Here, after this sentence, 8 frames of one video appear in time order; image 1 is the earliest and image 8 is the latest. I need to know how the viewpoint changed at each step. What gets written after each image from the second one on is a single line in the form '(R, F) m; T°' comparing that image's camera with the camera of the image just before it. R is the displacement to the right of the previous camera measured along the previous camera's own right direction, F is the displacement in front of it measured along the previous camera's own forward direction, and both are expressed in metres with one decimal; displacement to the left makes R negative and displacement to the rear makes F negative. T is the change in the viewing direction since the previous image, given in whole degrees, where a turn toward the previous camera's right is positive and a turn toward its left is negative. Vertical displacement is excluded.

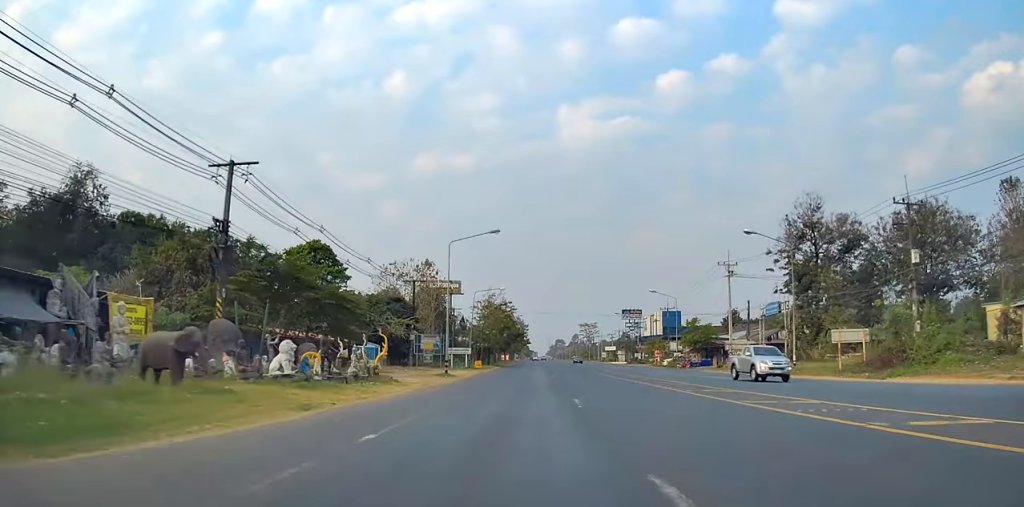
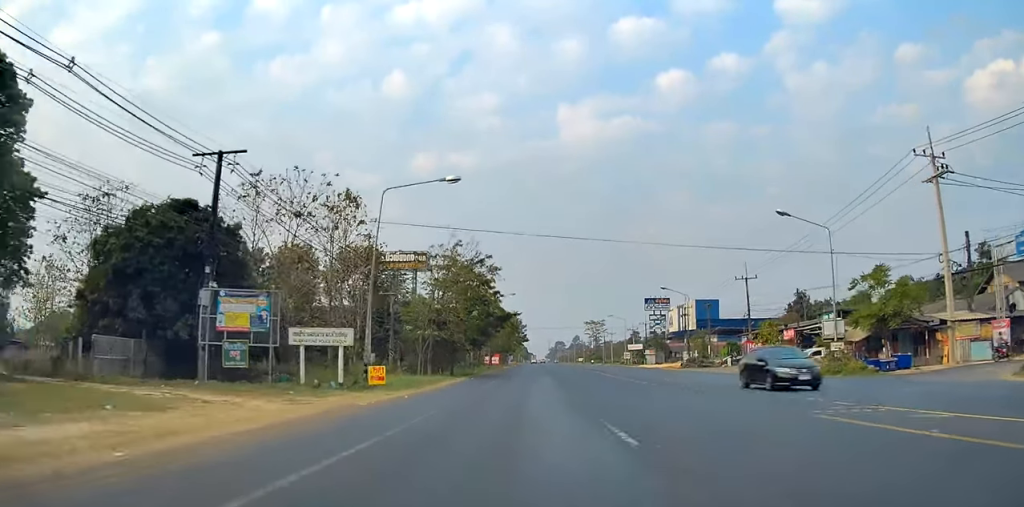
(-1.1, +42.9) m; -3°
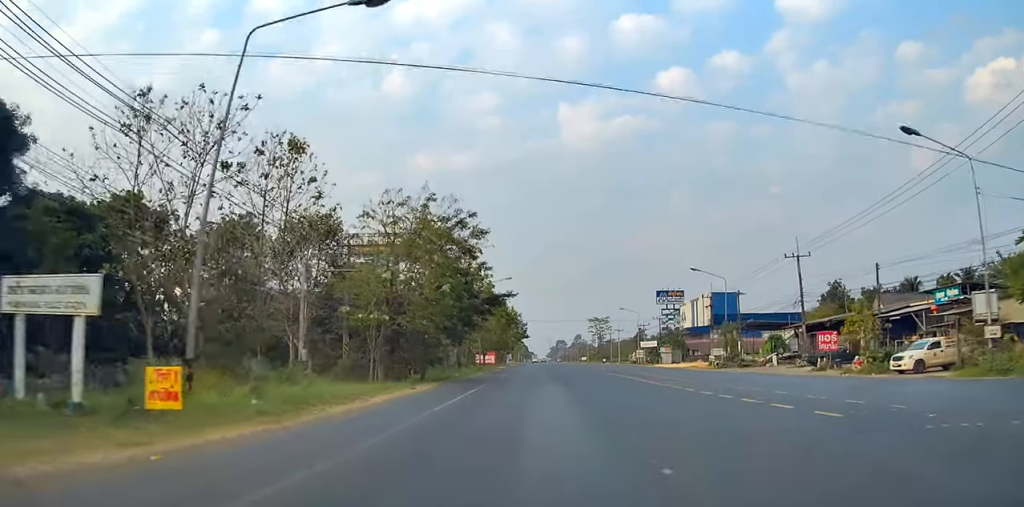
(+0.1, +14.0) m; 0°
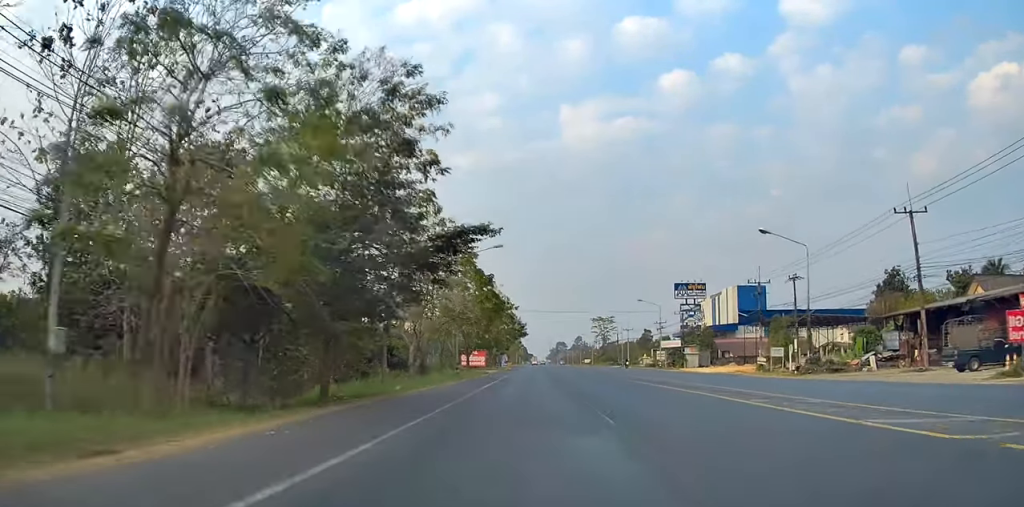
(0.0, +19.0) m; 0°
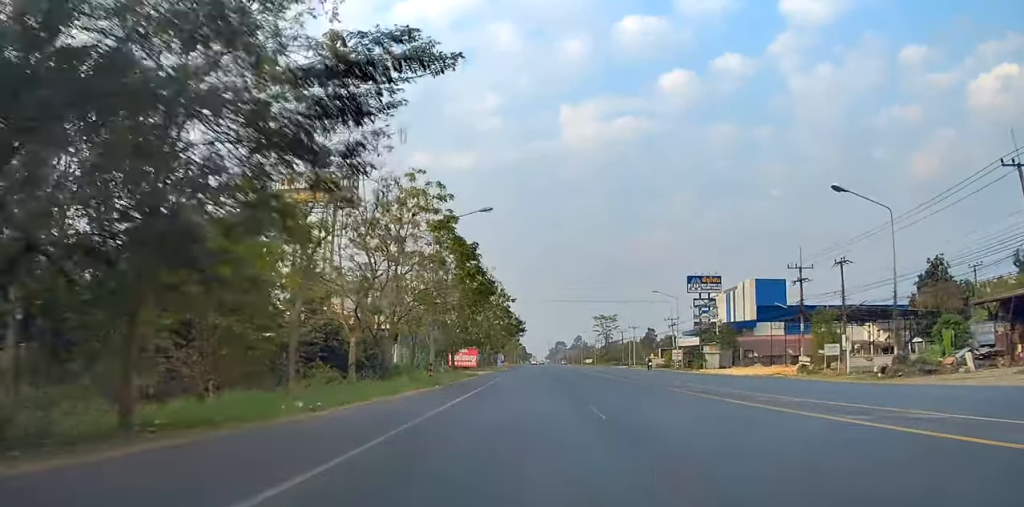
(-0.3, +11.5) m; 0°
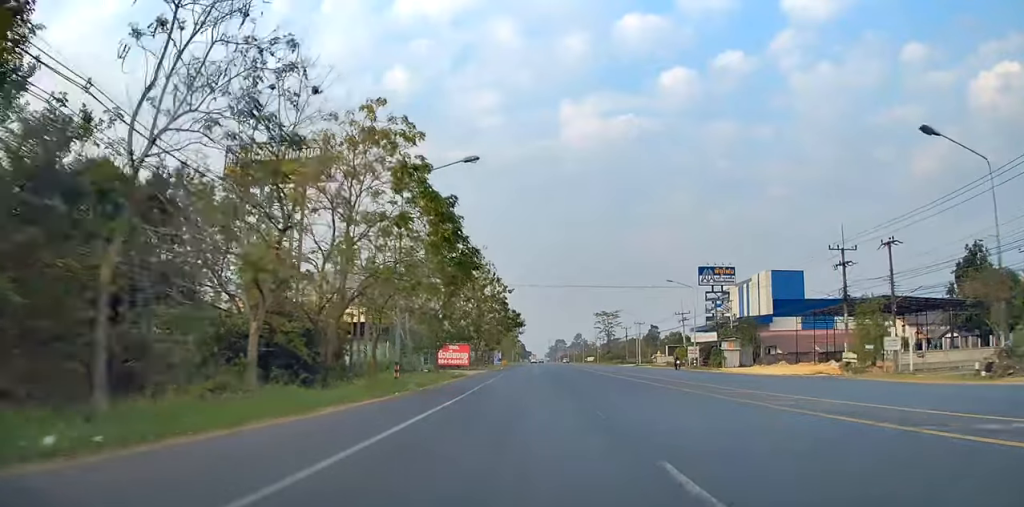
(+0.3, +8.5) m; 0°
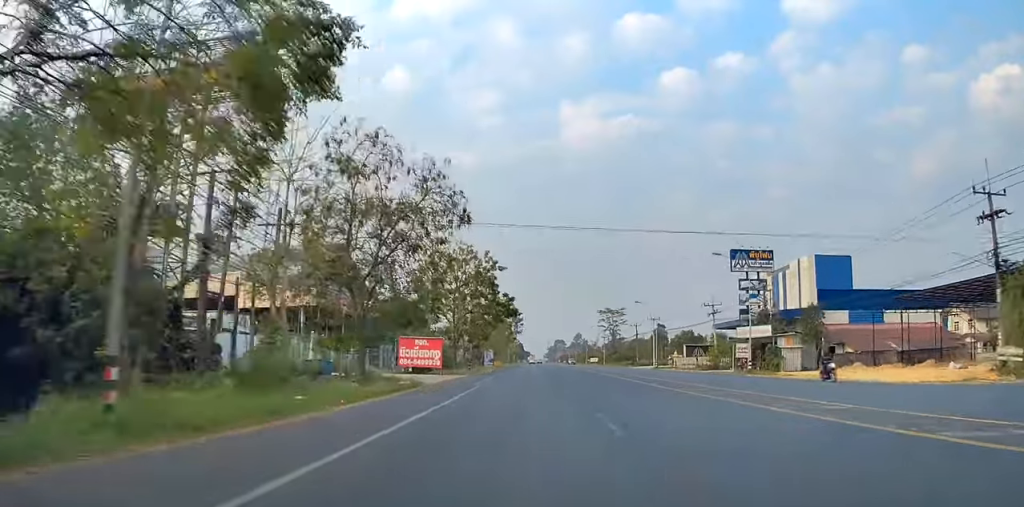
(+0.2, +18.4) m; 0°
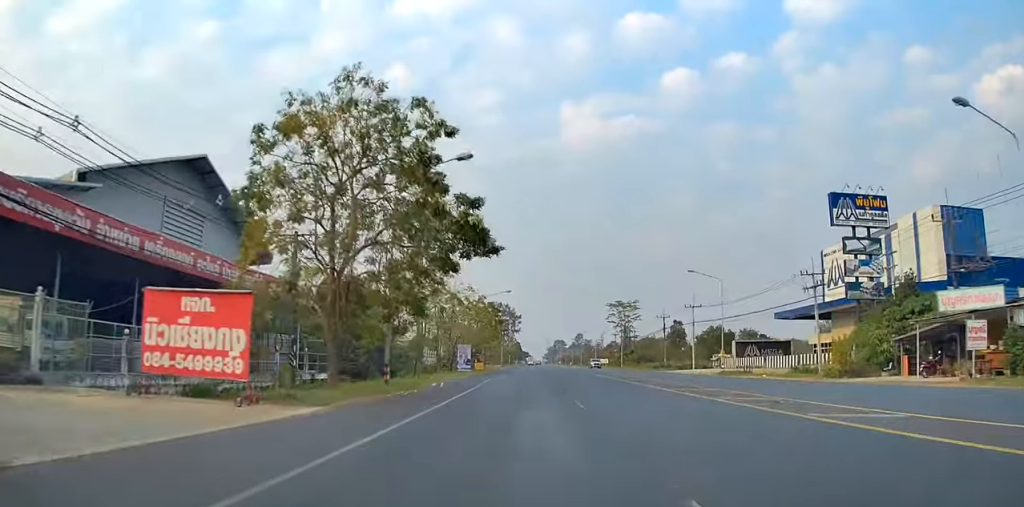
(+0.4, +32.2) m; +2°
